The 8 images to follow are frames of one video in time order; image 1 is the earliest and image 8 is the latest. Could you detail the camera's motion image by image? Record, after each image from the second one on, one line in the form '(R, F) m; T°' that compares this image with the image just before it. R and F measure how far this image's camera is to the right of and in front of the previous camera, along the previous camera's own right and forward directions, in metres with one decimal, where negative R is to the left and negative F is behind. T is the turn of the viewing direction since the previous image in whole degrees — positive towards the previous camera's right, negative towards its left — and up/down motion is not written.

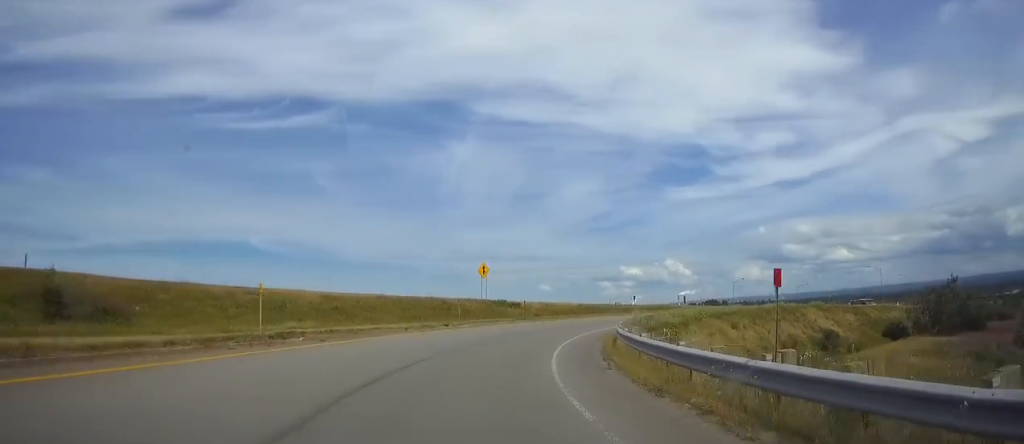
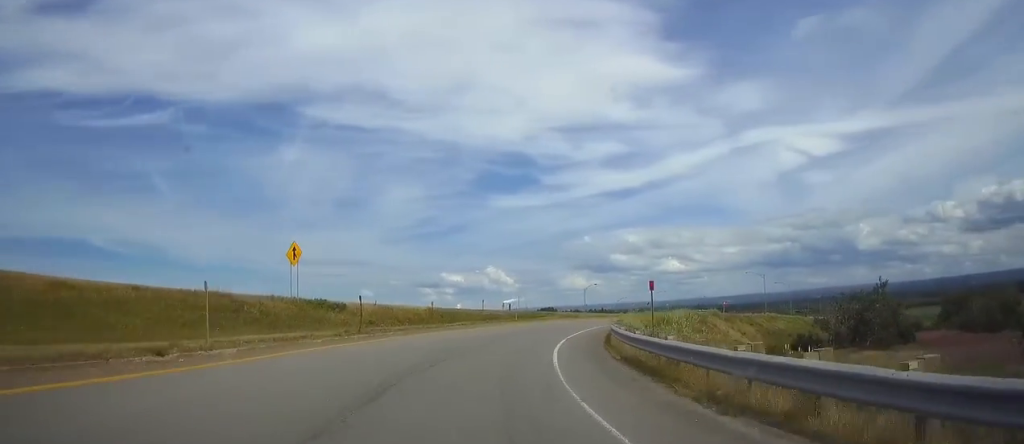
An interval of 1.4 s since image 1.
(0.0, +22.0) m; 0°
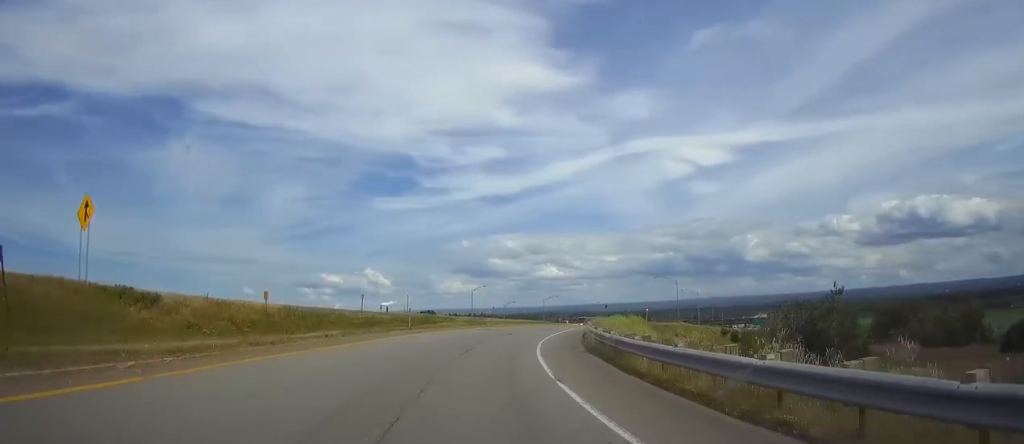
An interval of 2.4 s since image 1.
(0.0, +16.4) m; +5°
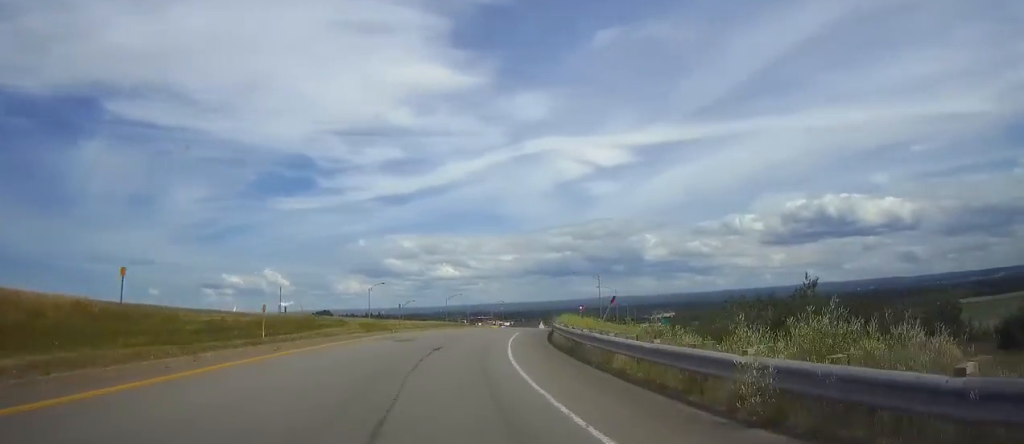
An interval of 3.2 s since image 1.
(+1.2, +15.5) m; +8°
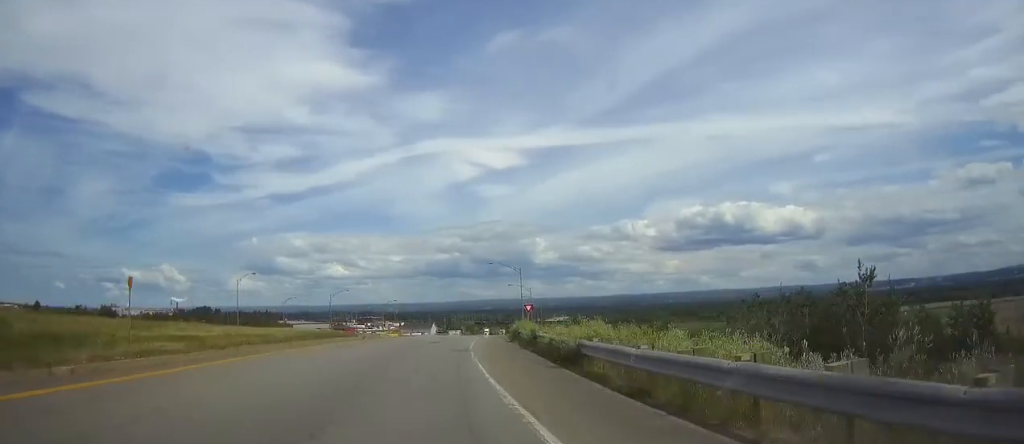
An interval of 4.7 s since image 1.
(+2.9, +27.6) m; +10°
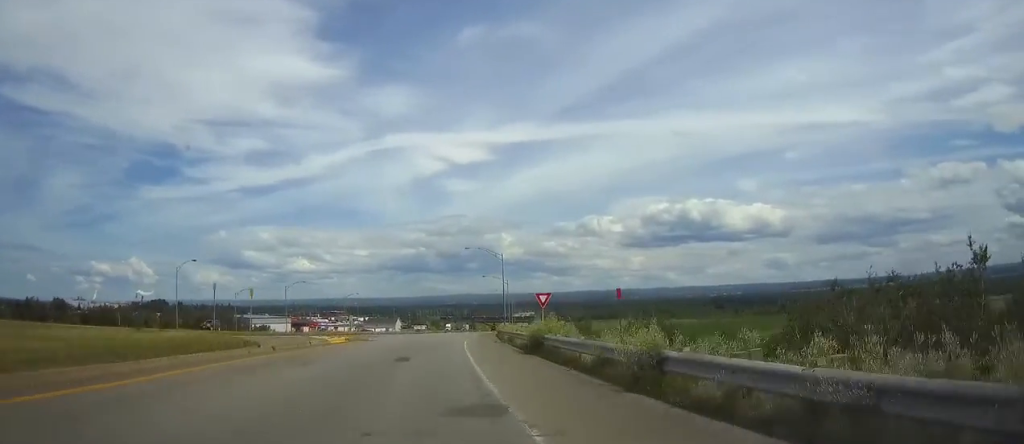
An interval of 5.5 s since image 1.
(+0.4, +16.8) m; +3°
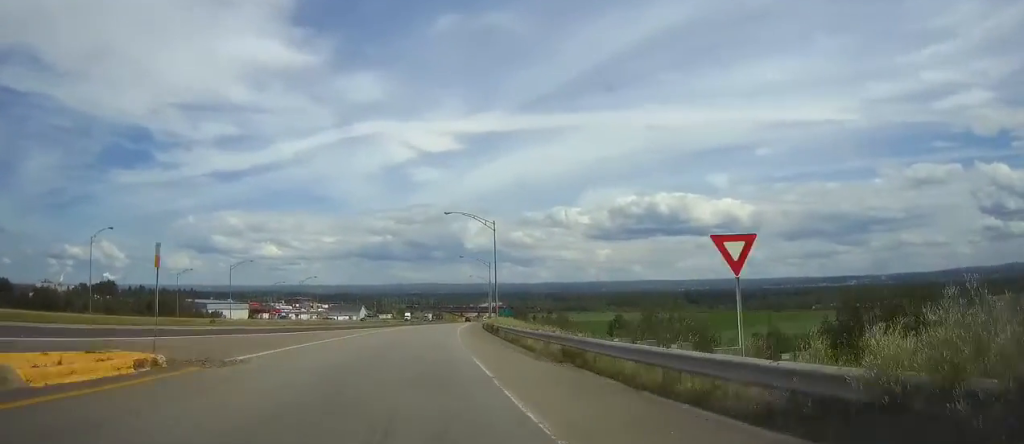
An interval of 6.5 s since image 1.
(+0.7, +22.0) m; +3°
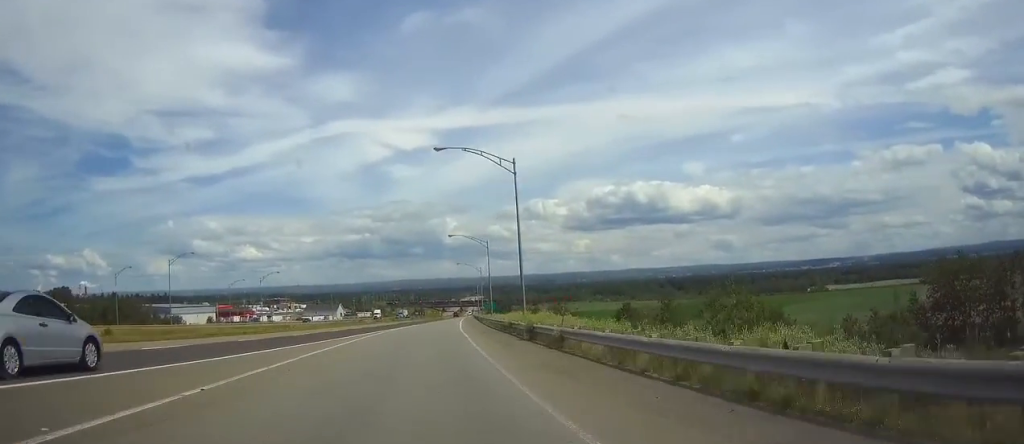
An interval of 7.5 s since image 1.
(+0.5, +24.6) m; +2°
